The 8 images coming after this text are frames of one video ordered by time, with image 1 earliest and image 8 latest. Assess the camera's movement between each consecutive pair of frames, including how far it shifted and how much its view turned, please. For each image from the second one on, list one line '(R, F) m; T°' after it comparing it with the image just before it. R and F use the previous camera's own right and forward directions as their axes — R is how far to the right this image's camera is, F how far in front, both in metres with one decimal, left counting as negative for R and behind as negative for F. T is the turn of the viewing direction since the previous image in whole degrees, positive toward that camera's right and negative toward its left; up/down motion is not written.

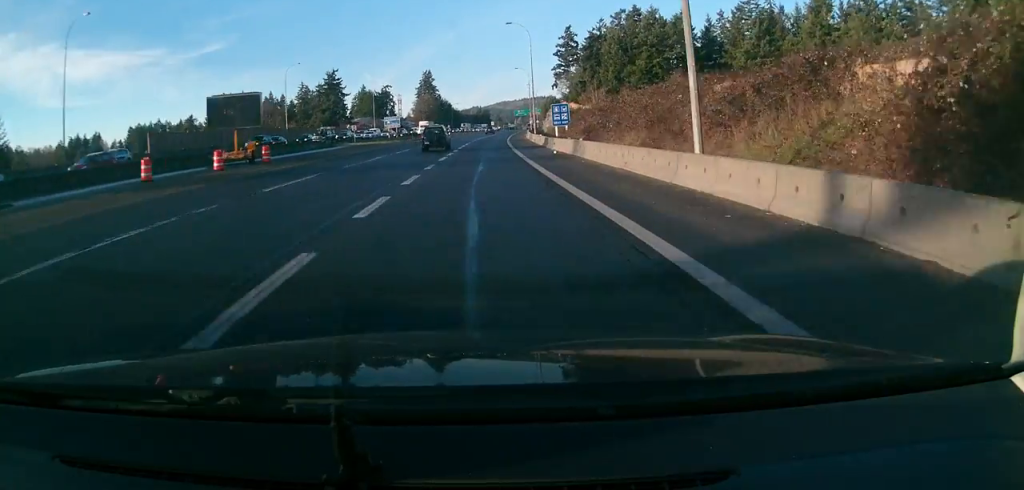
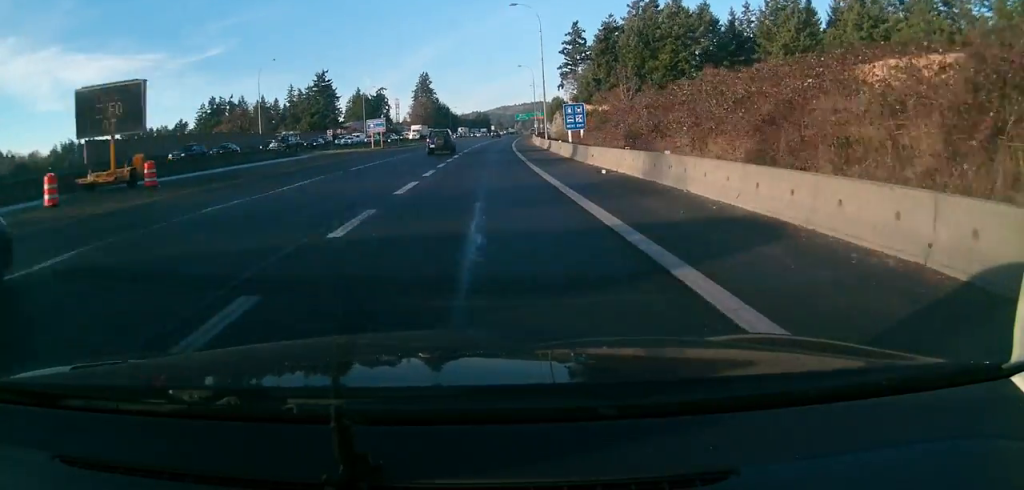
(-0.2, +14.1) m; 0°
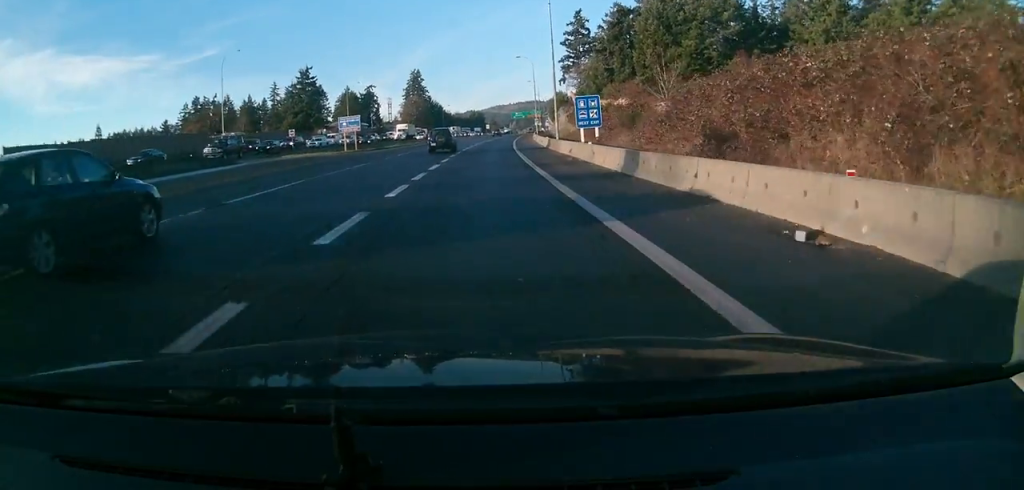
(+0.2, +13.2) m; +1°
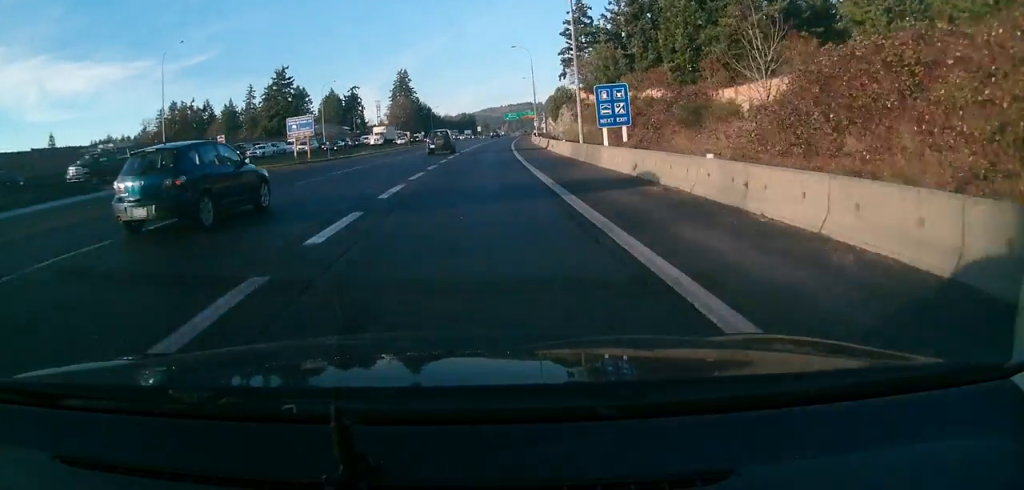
(+0.1, +15.6) m; 0°
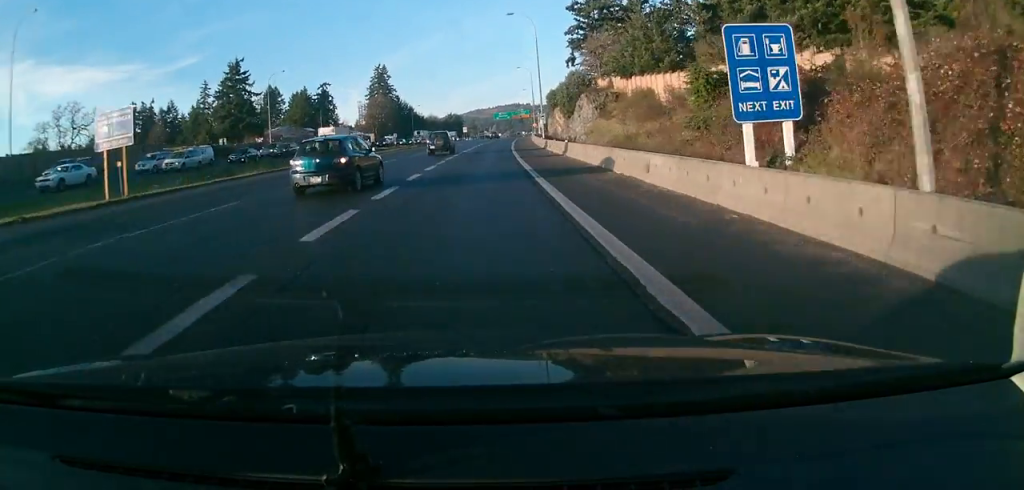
(0.0, +26.9) m; 0°
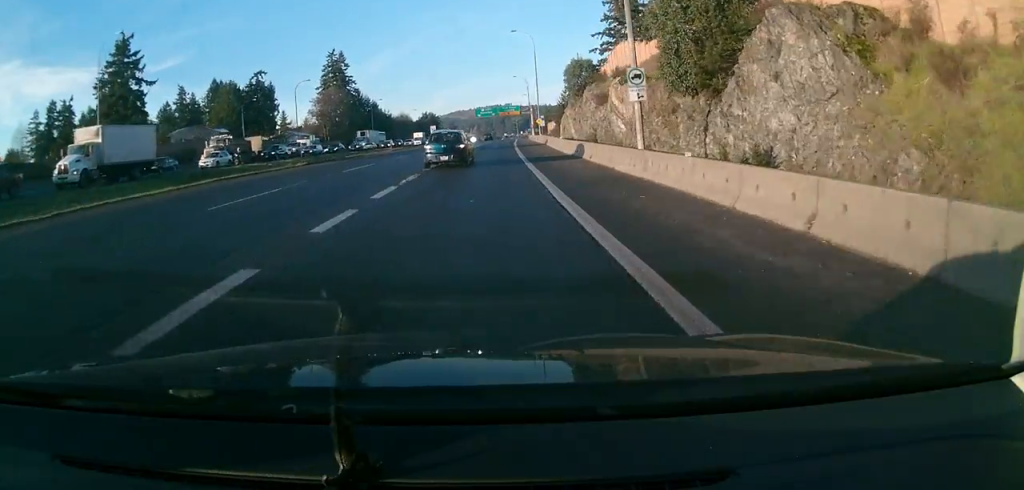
(0.0, +46.1) m; 0°
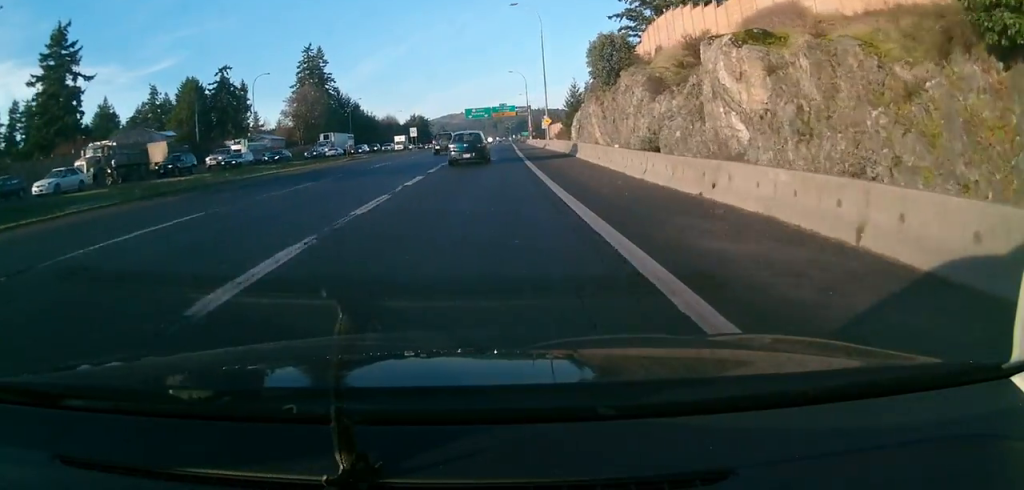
(-0.1, +18.6) m; +1°
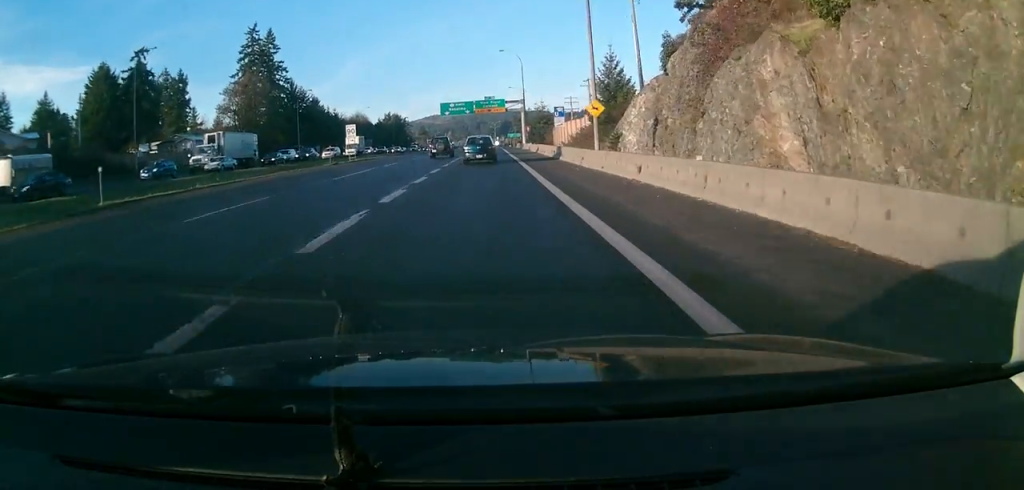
(+1.1, +32.4) m; +3°
